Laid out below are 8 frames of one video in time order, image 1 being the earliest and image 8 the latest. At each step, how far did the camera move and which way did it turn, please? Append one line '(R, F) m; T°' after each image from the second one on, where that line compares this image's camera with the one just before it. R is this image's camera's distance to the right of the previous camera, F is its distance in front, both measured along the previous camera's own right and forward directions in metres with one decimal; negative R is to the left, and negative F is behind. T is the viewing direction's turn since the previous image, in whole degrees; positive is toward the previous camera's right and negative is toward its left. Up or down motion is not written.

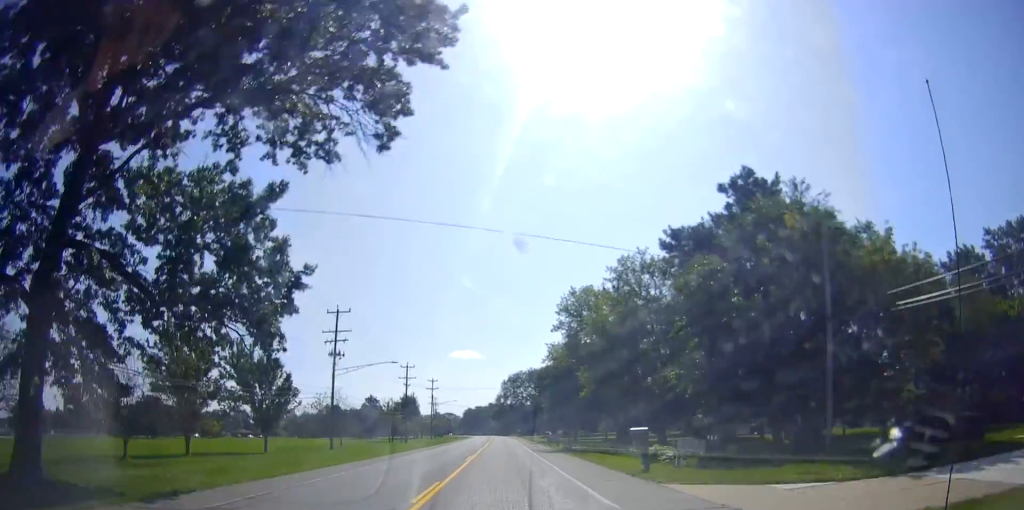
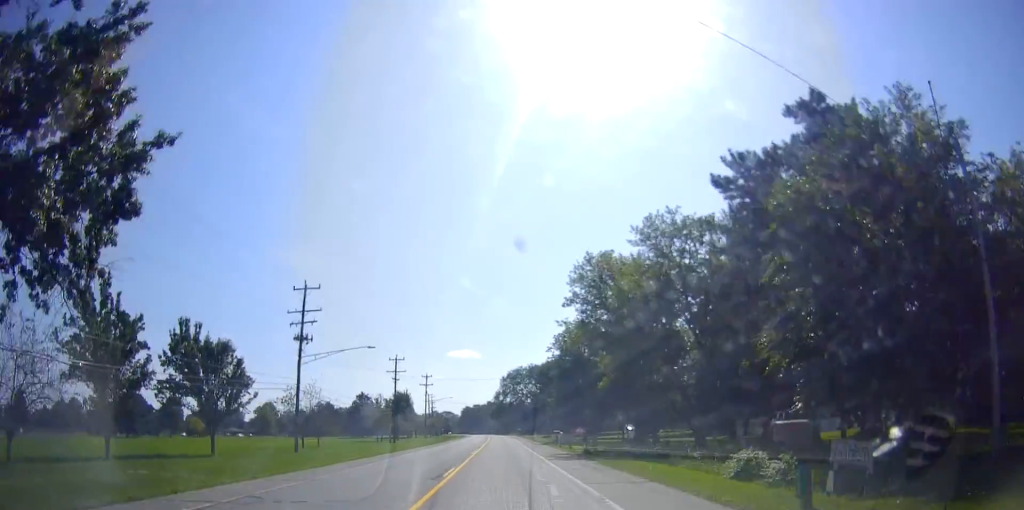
(0.0, +9.5) m; 0°
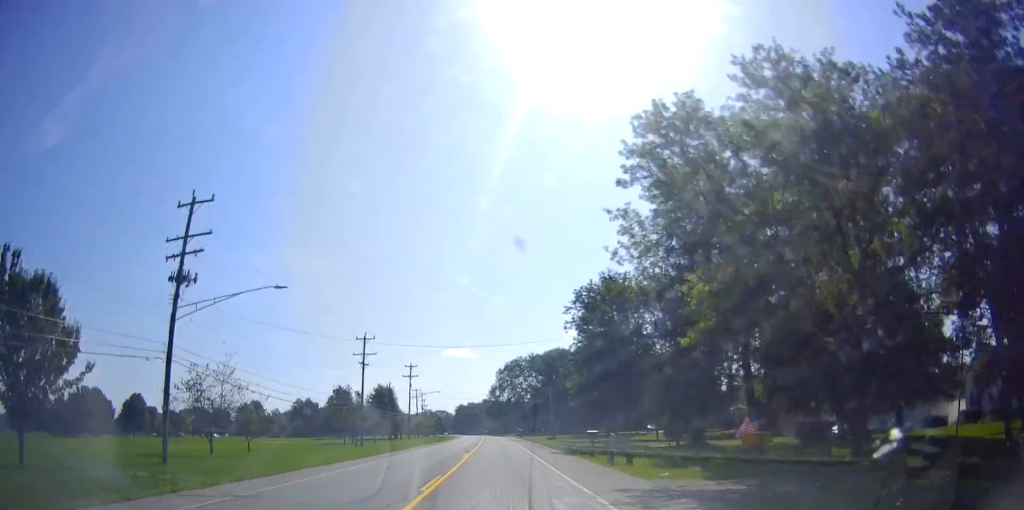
(+0.1, +19.2) m; 0°
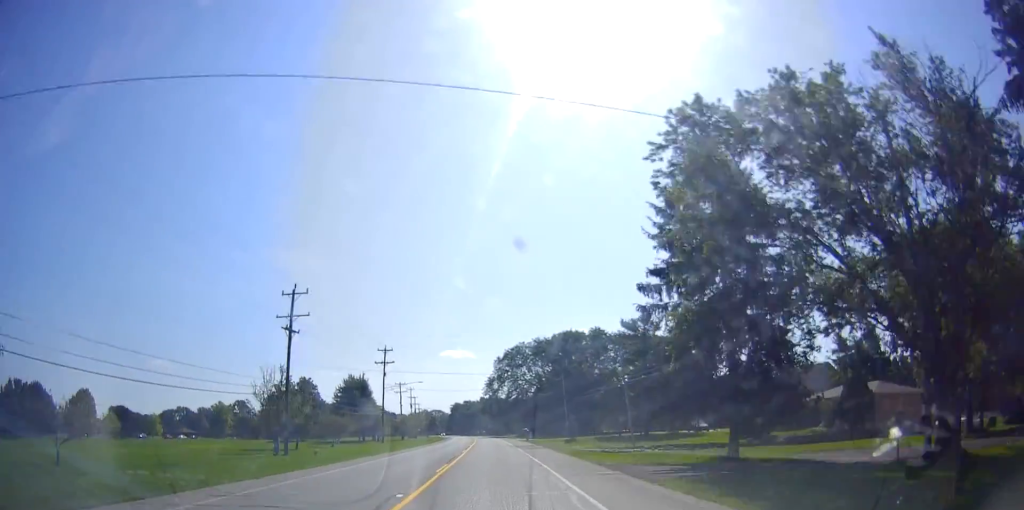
(+0.1, +25.2) m; +1°
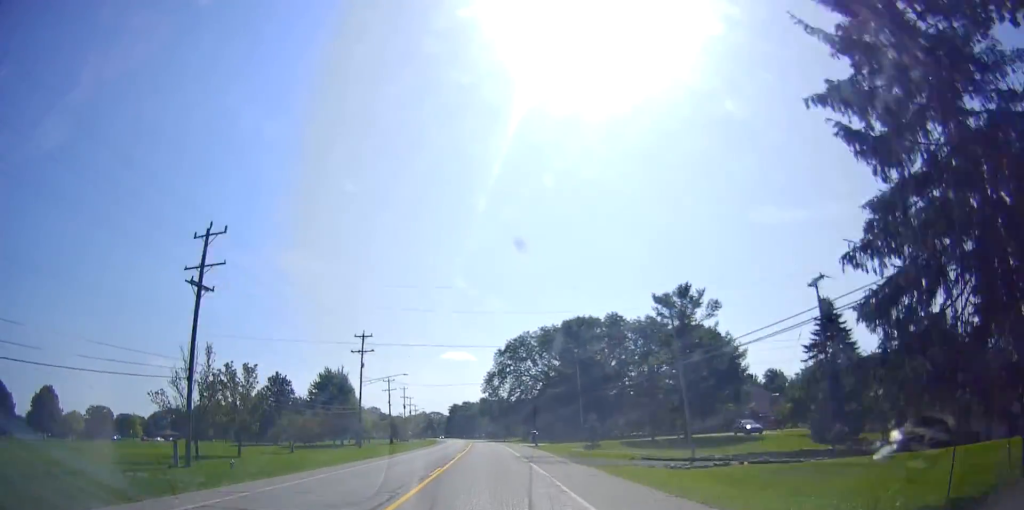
(+0.1, +15.6) m; 0°
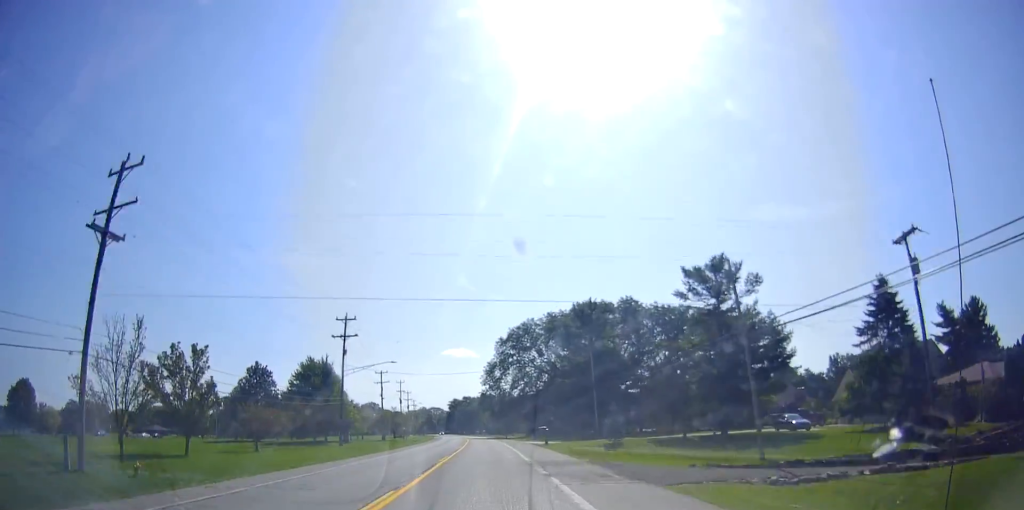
(0.0, +9.6) m; 0°
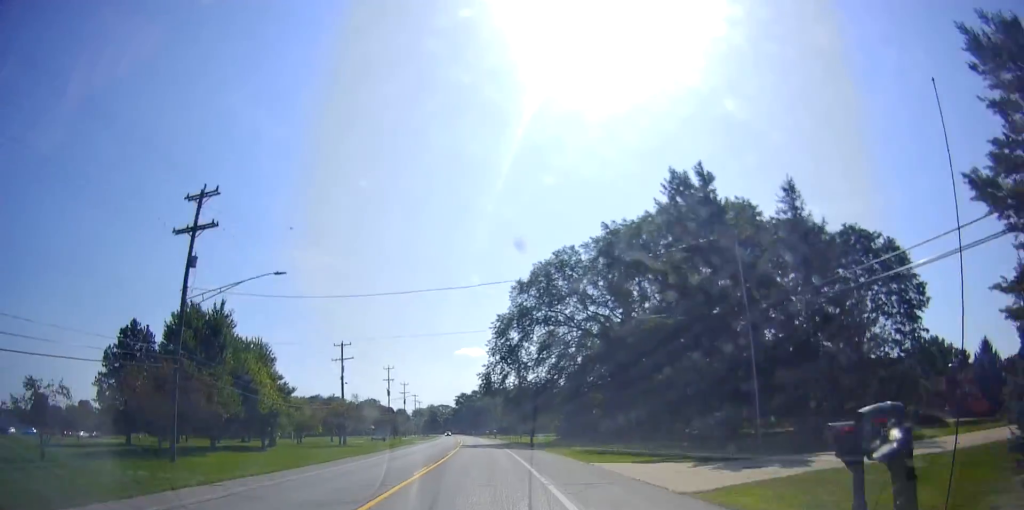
(-0.5, +37.8) m; -1°
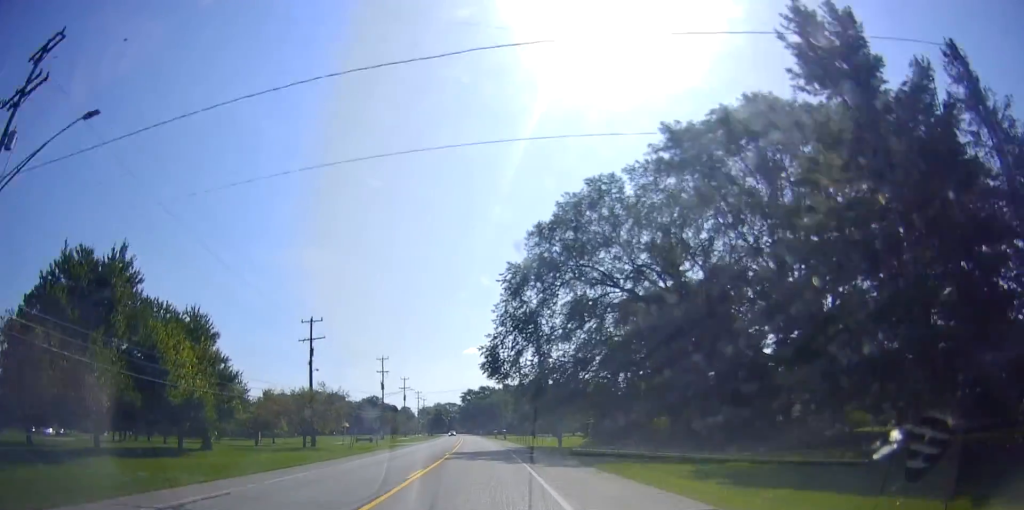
(+0.2, +17.0) m; -1°
